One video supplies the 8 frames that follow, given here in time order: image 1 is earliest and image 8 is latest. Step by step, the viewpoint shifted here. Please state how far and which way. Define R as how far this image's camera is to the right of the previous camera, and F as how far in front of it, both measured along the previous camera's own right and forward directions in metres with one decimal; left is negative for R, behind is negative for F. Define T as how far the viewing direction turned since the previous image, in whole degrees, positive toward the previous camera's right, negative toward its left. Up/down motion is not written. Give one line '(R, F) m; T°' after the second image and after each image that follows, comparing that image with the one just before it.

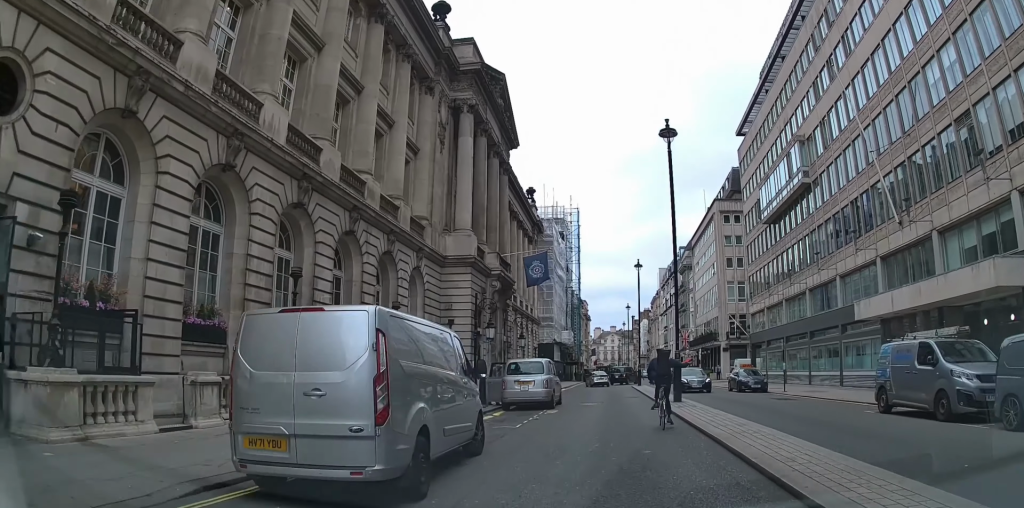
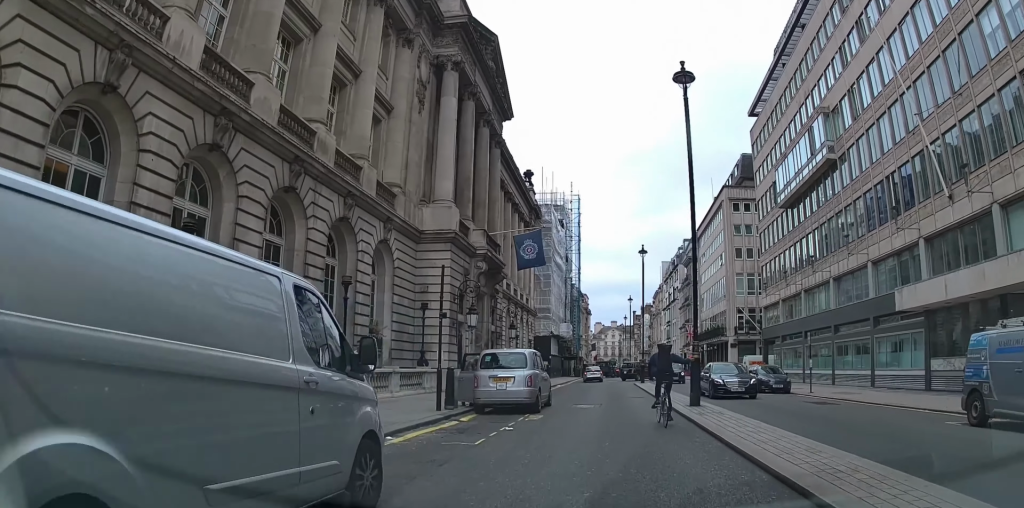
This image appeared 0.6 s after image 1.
(+0.2, +4.8) m; +3°
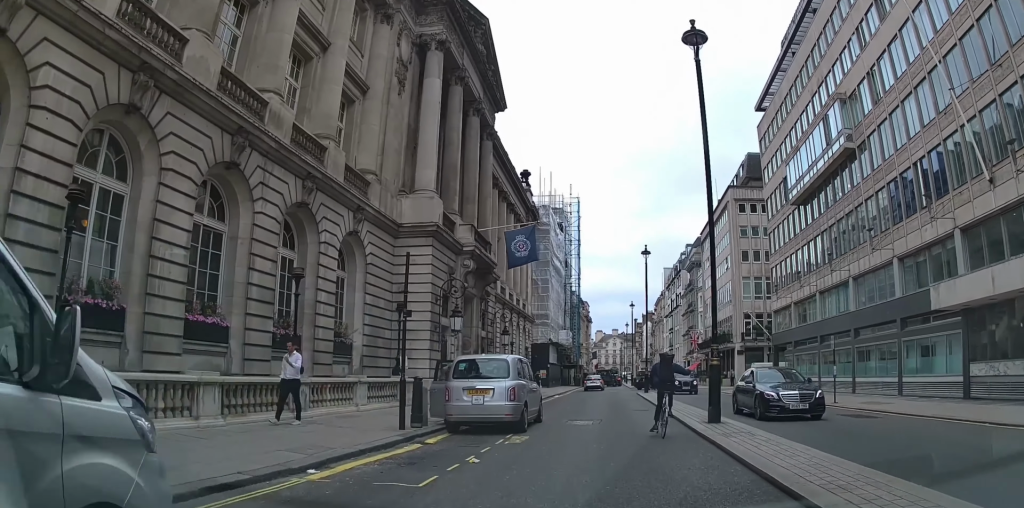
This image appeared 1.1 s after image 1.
(+0.1, +3.2) m; +1°
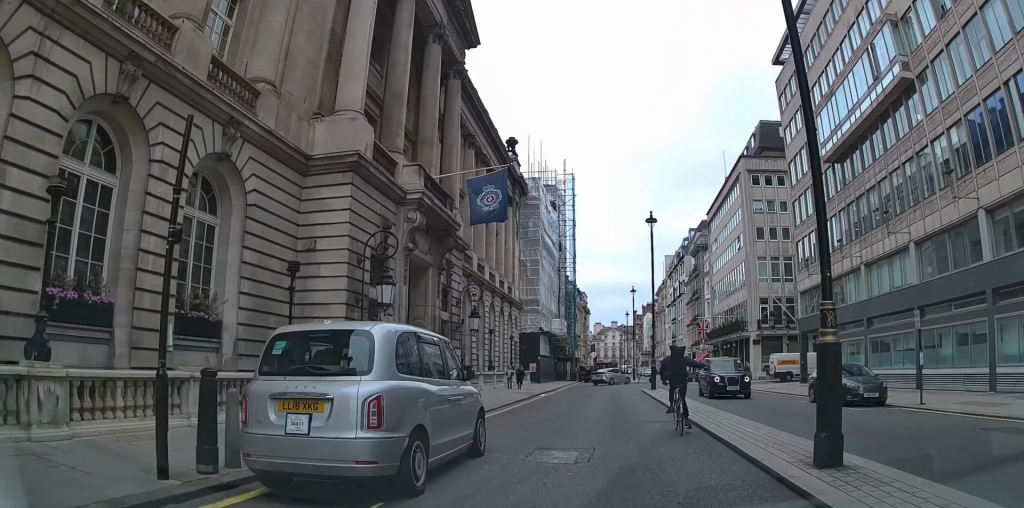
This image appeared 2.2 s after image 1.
(+0.2, +8.1) m; -2°
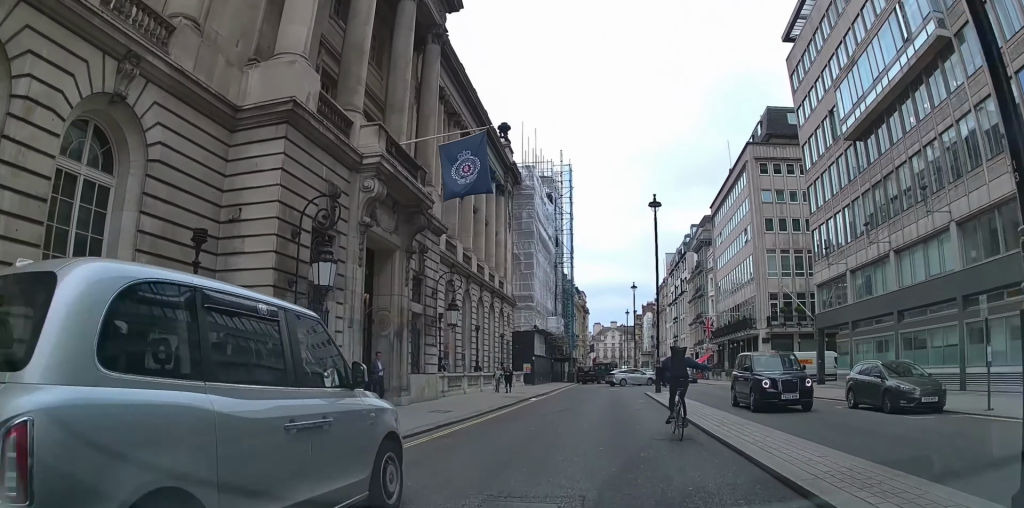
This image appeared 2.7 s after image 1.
(-0.2, +3.9) m; 0°
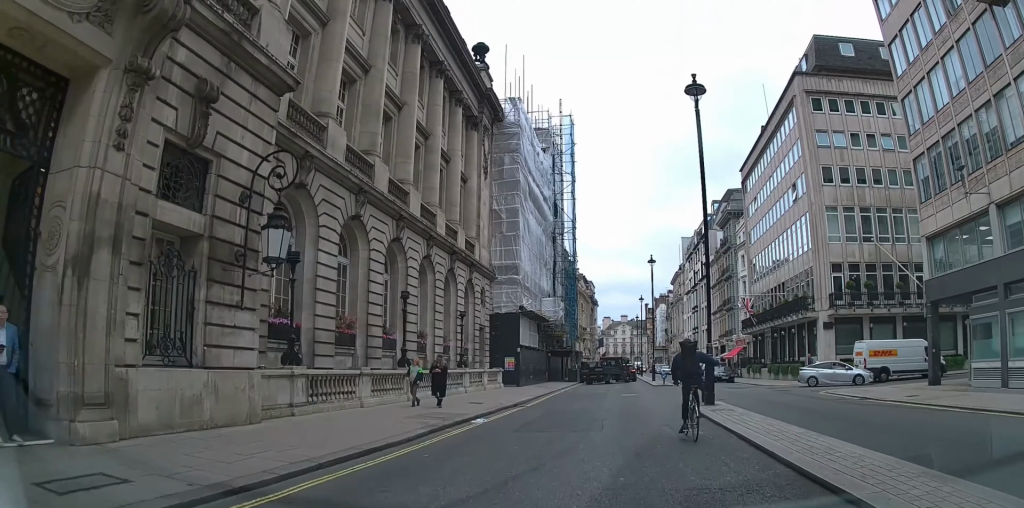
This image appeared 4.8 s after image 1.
(-0.4, +14.6) m; -7°
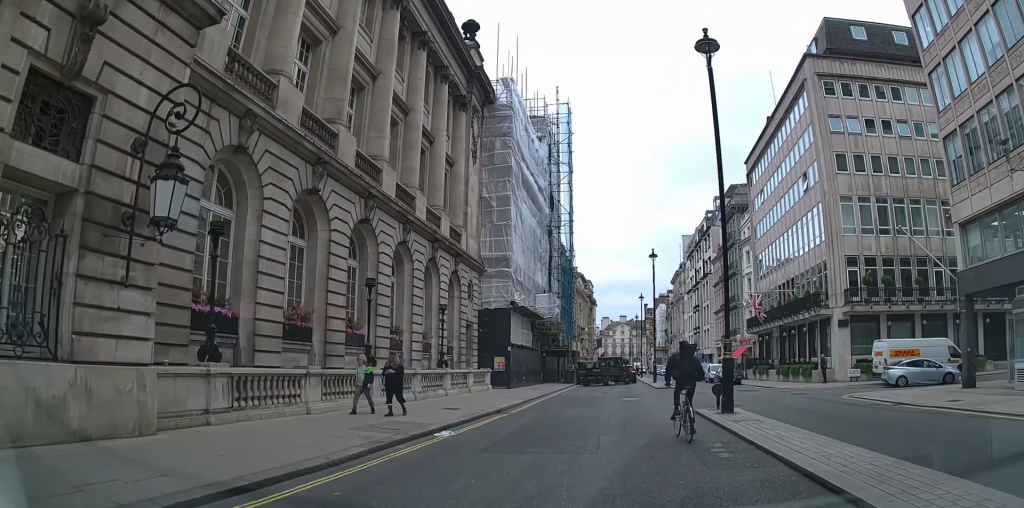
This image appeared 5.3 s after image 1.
(-0.5, +3.4) m; -3°
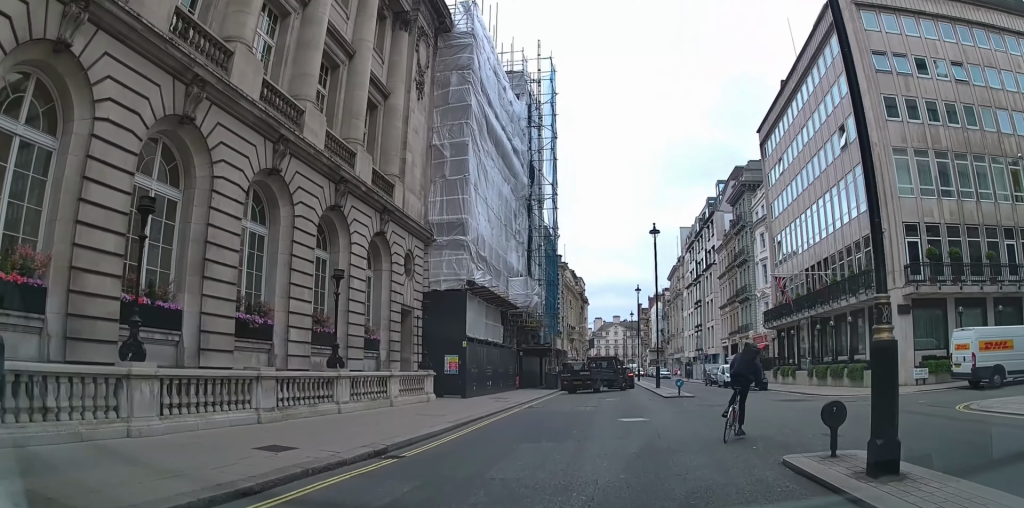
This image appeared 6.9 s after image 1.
(+1.4, +10.1) m; +10°
